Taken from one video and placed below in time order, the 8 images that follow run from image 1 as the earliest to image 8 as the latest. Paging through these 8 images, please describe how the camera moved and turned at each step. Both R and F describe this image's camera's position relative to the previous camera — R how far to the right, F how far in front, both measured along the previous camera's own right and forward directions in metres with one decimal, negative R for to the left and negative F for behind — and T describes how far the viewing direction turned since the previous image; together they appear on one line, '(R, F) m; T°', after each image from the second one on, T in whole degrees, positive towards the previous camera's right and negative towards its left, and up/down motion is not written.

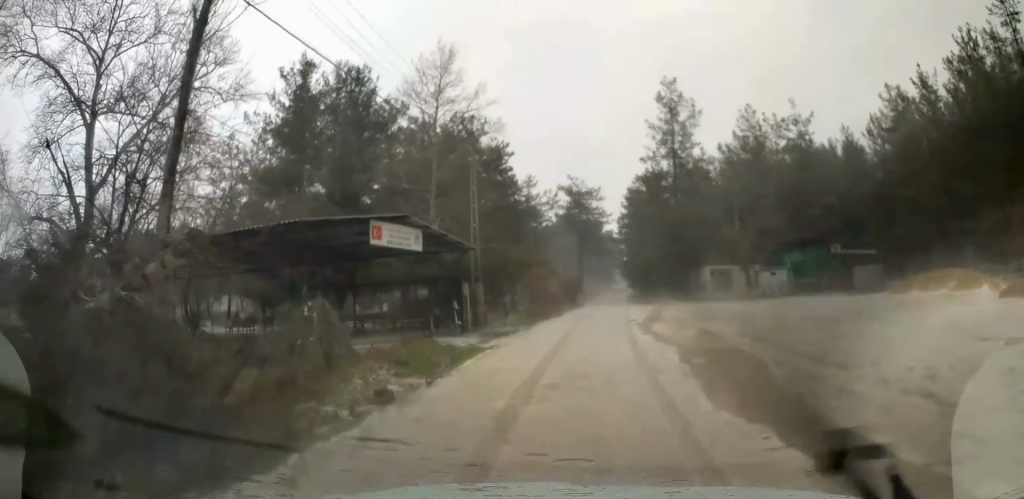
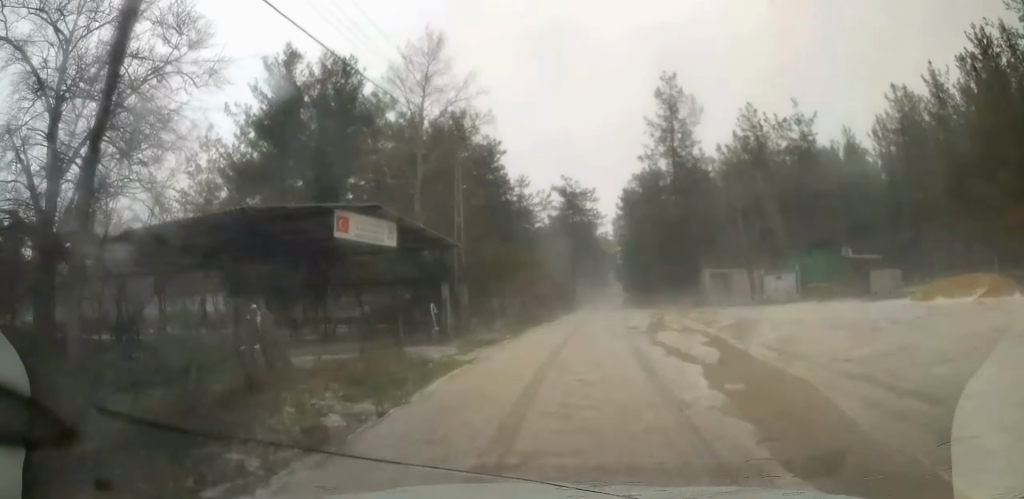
(0.0, +2.5) m; +1°
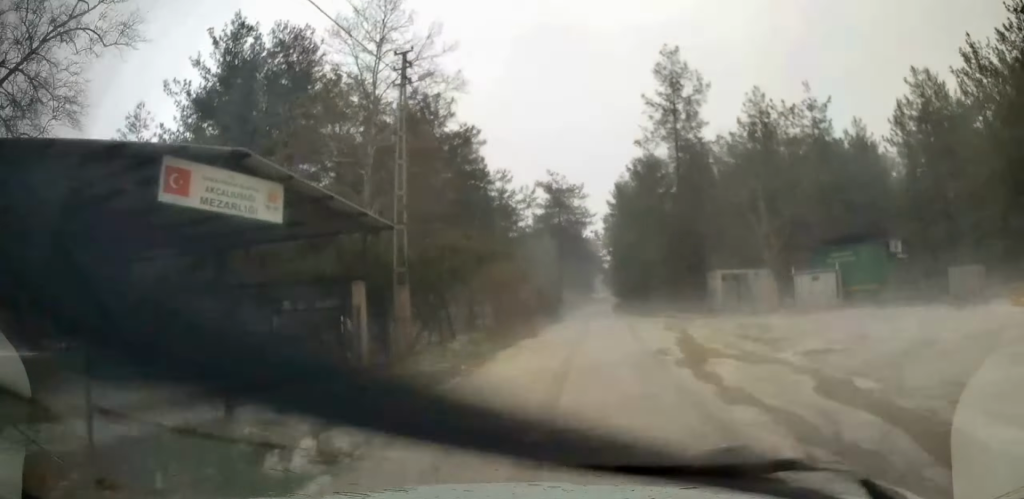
(+0.1, +7.1) m; +3°
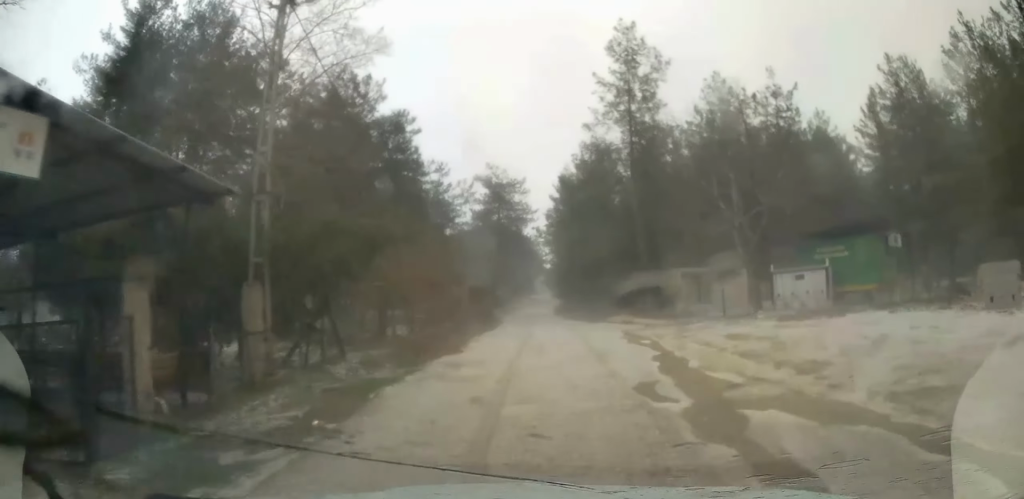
(+0.1, +5.0) m; +3°
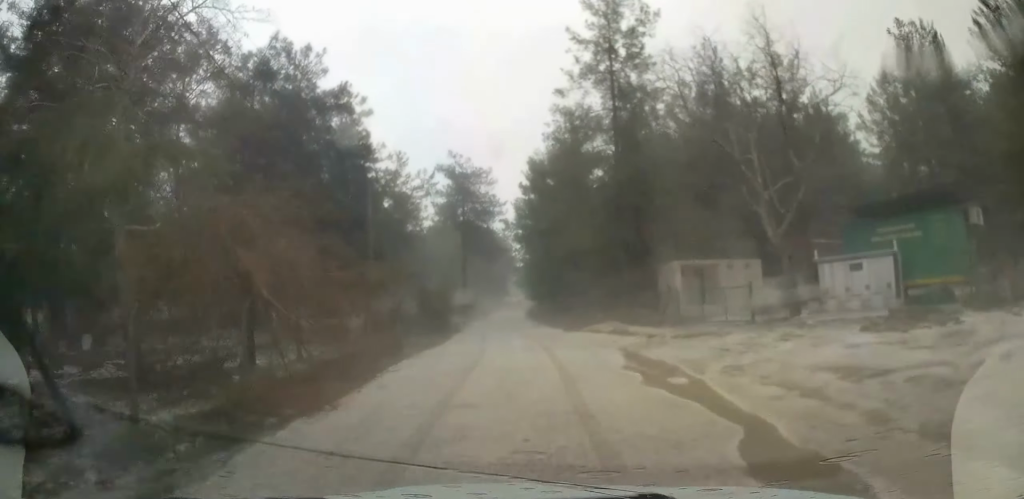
(+0.3, +7.1) m; +4°
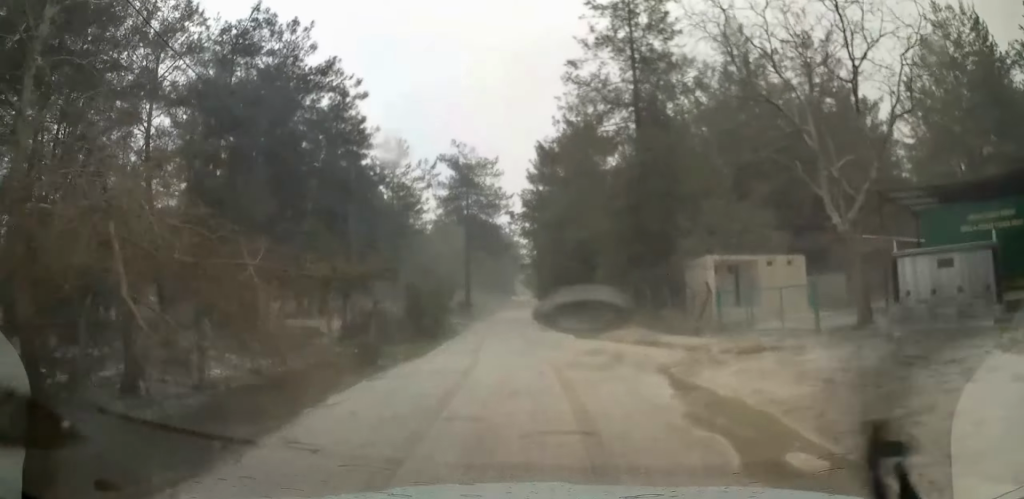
(+0.1, +4.2) m; 0°
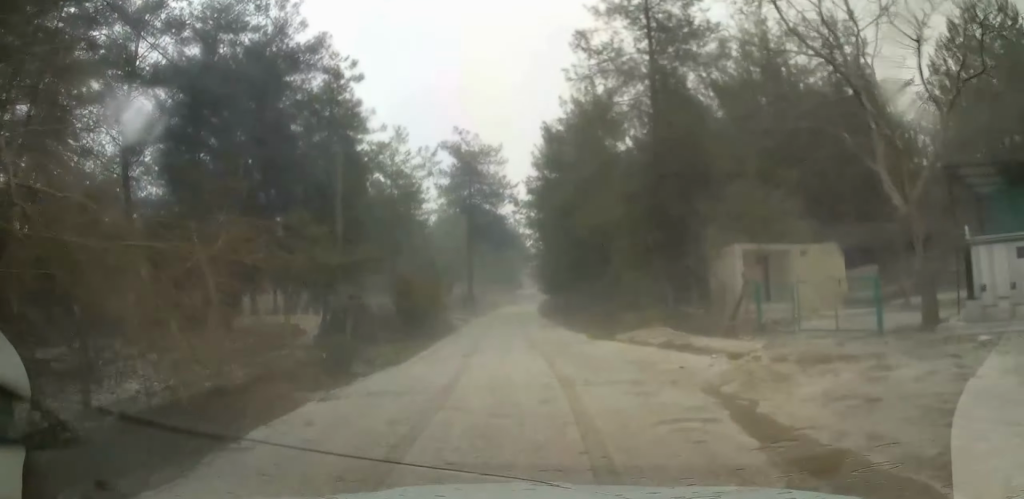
(0.0, +2.9) m; -2°
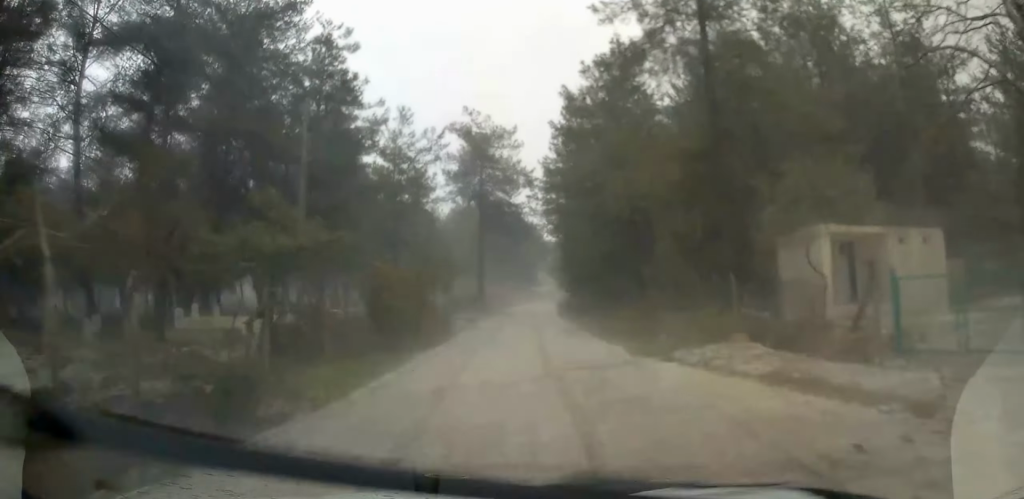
(-0.3, +5.9) m; -4°
